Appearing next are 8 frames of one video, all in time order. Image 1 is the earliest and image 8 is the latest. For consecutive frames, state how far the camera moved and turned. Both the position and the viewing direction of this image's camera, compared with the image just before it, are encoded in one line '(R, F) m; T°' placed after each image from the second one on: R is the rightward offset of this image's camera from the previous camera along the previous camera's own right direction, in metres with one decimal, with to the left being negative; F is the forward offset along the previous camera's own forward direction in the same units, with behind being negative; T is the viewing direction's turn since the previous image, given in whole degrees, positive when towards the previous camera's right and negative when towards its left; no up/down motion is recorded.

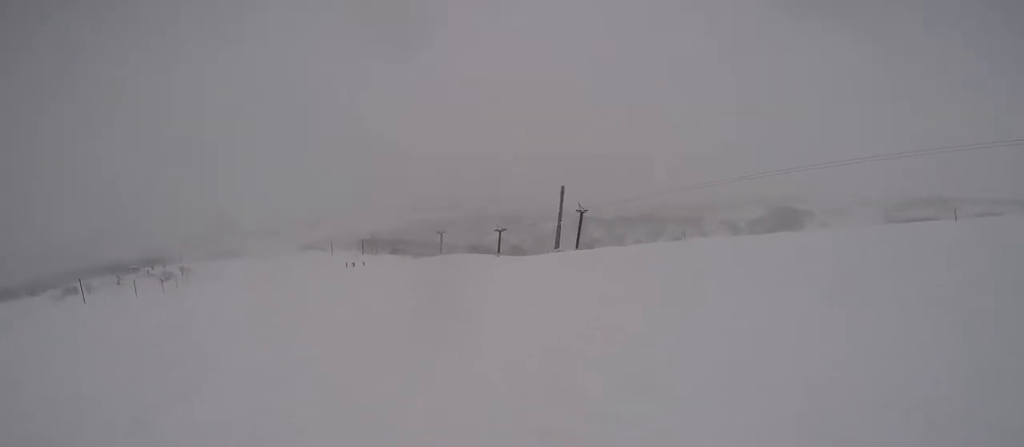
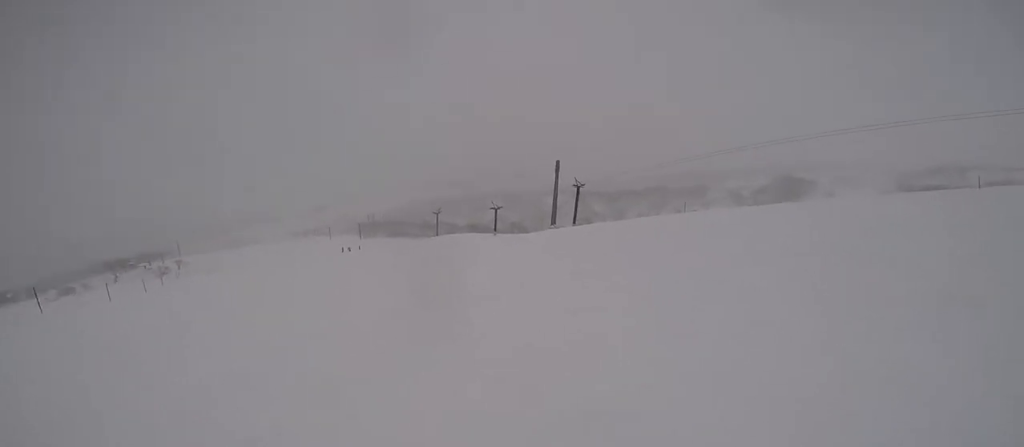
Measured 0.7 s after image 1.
(-0.1, +2.3) m; +10°
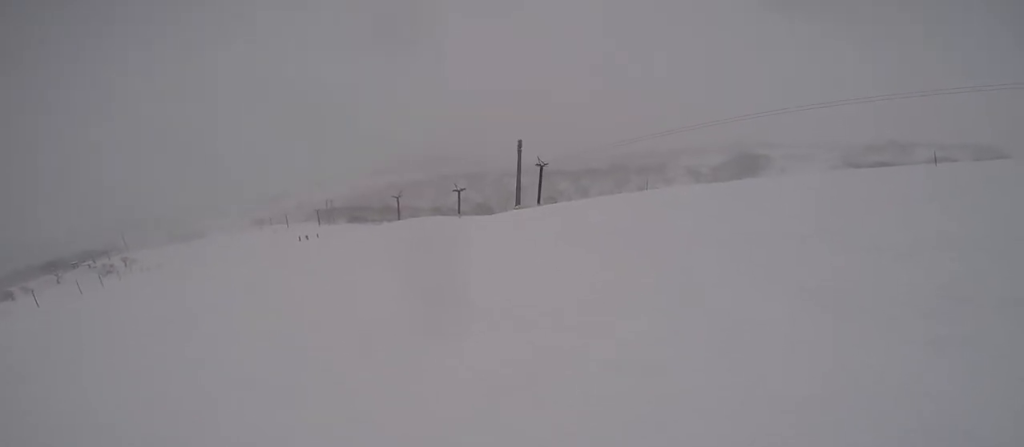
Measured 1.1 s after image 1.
(+0.3, +1.3) m; +8°
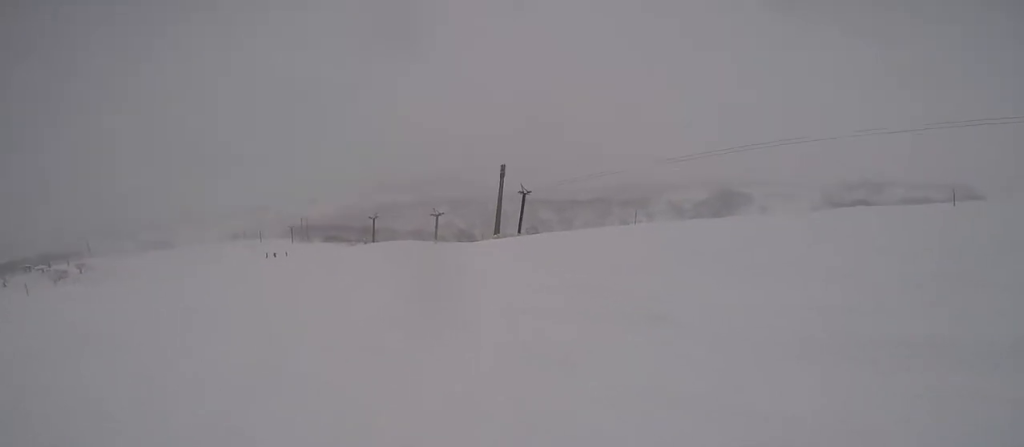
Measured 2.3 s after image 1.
(+0.7, +3.9) m; -1°
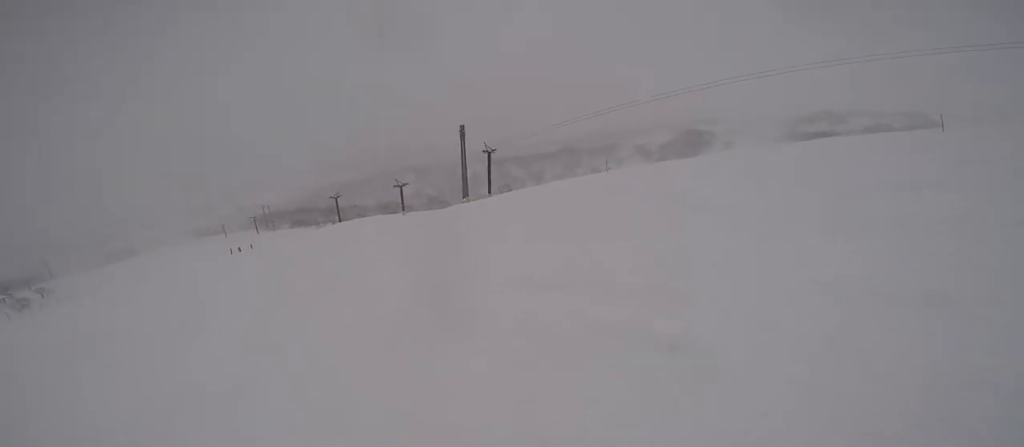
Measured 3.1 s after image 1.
(-0.4, +2.5) m; -5°
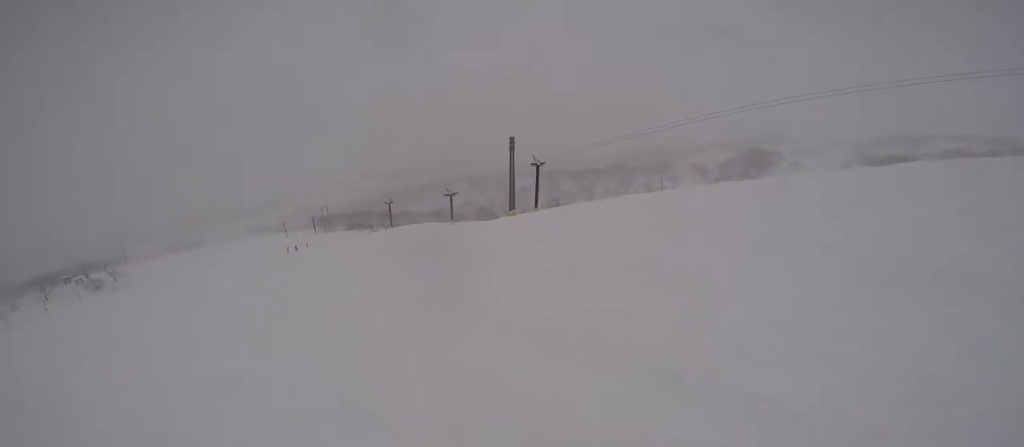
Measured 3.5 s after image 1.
(-0.4, +1.5) m; -1°
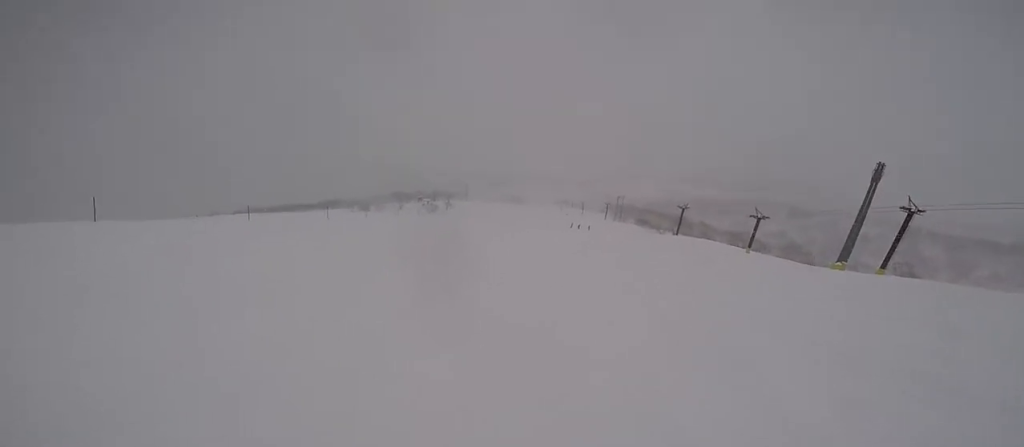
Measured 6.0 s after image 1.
(-2.9, +6.6) m; -48°
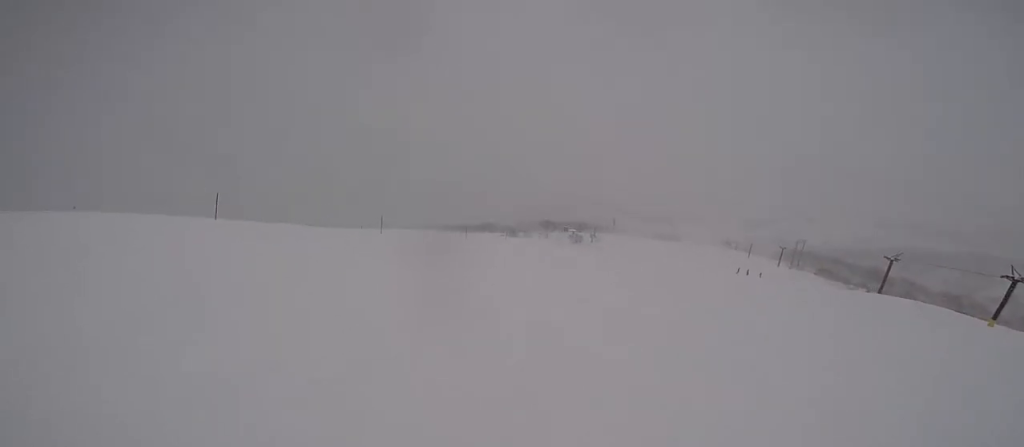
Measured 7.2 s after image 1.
(-0.3, +4.8) m; -24°
